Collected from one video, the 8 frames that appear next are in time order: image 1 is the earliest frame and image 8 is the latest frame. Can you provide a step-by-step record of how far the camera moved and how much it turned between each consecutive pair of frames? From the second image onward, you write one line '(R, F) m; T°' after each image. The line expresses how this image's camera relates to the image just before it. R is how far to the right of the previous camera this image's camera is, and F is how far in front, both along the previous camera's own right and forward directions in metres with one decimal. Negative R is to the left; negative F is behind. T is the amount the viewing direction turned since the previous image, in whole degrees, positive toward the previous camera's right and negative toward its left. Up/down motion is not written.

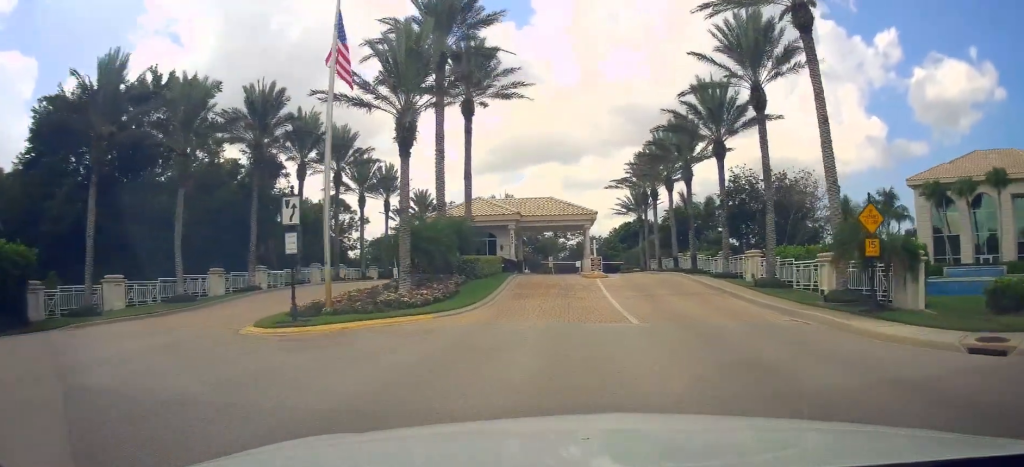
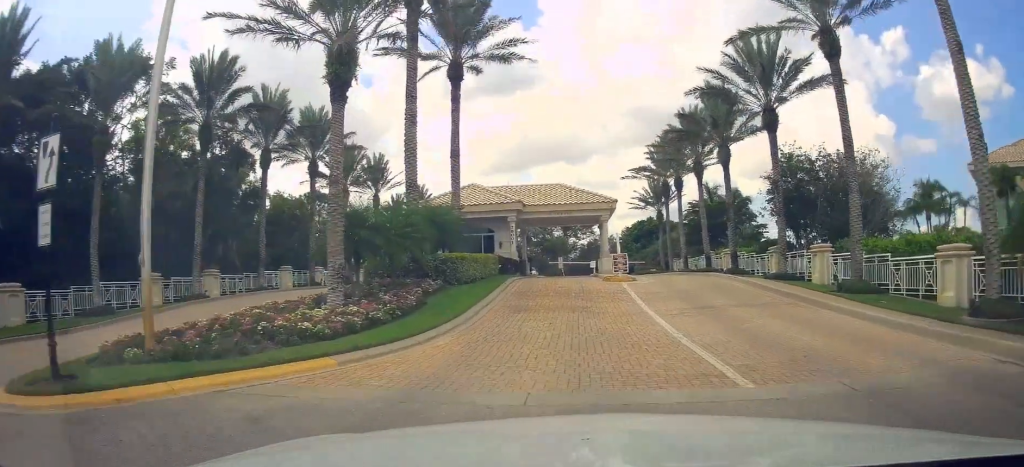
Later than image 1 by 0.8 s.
(0.0, +7.4) m; 0°
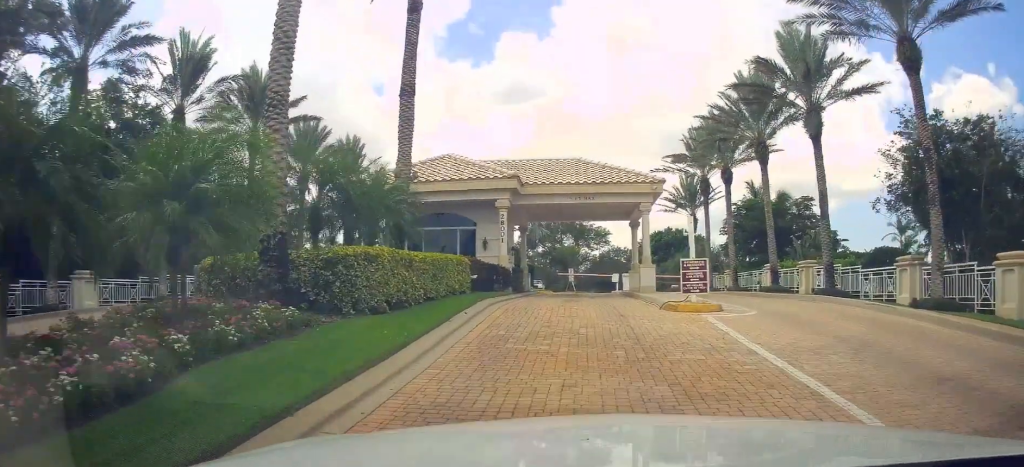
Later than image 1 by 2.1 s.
(0.0, +11.0) m; 0°
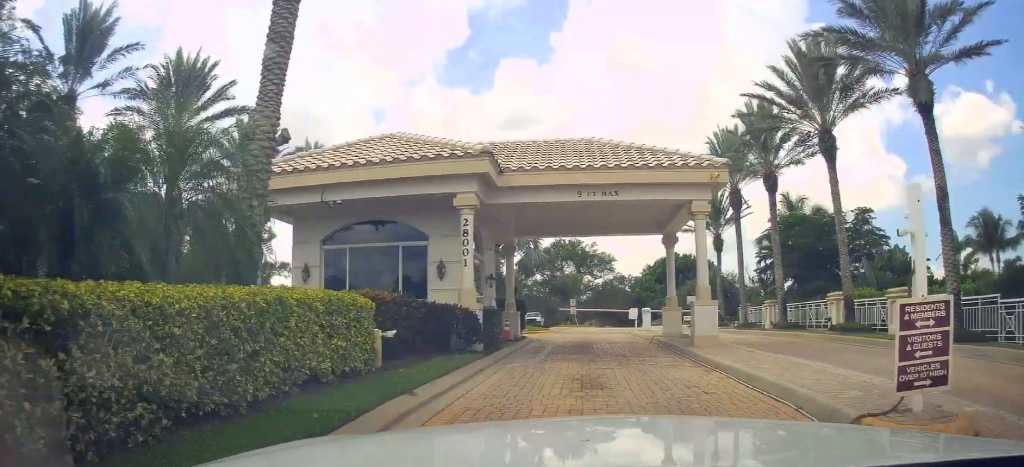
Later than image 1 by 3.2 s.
(0.0, +8.3) m; 0°
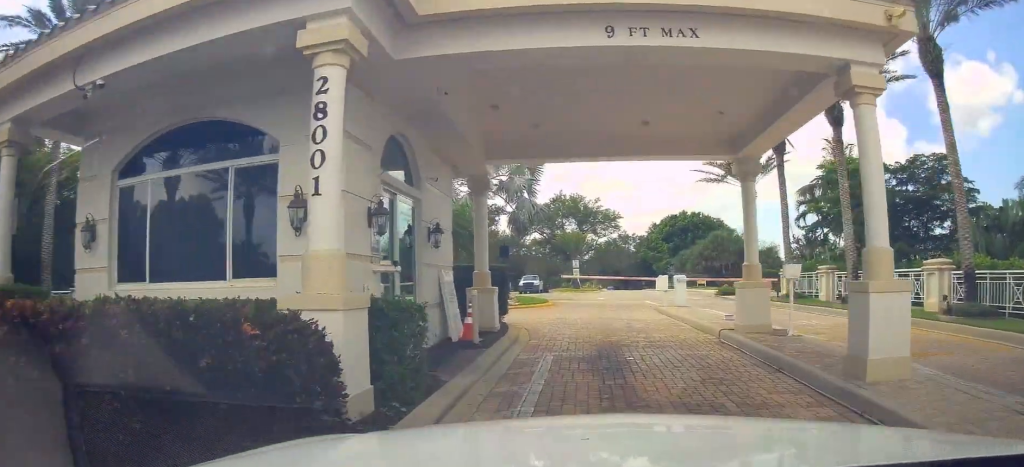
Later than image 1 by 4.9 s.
(0.0, +9.0) m; 0°
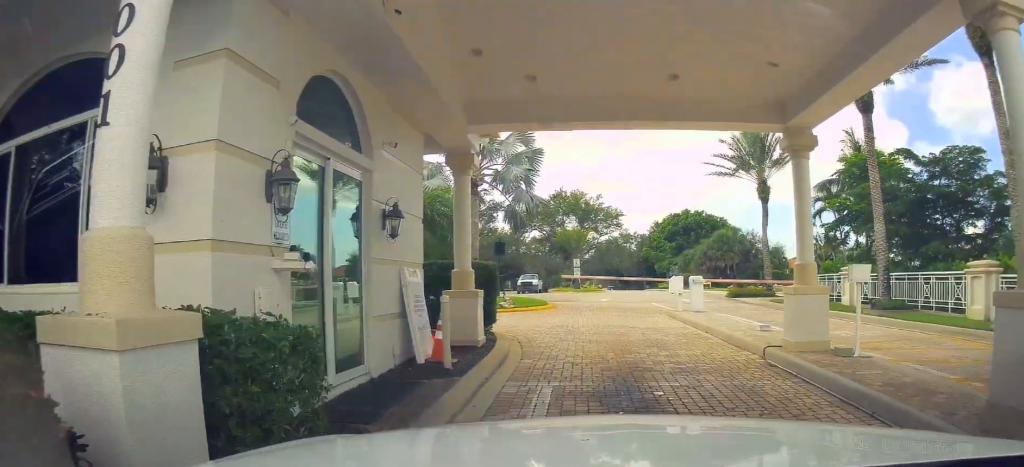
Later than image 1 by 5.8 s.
(0.0, +3.7) m; 0°
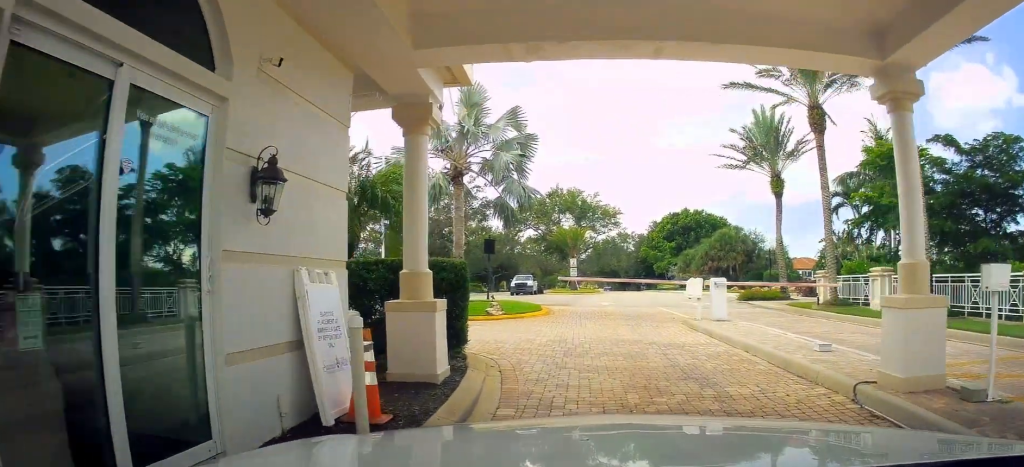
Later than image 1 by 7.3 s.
(0.0, +4.8) m; 0°
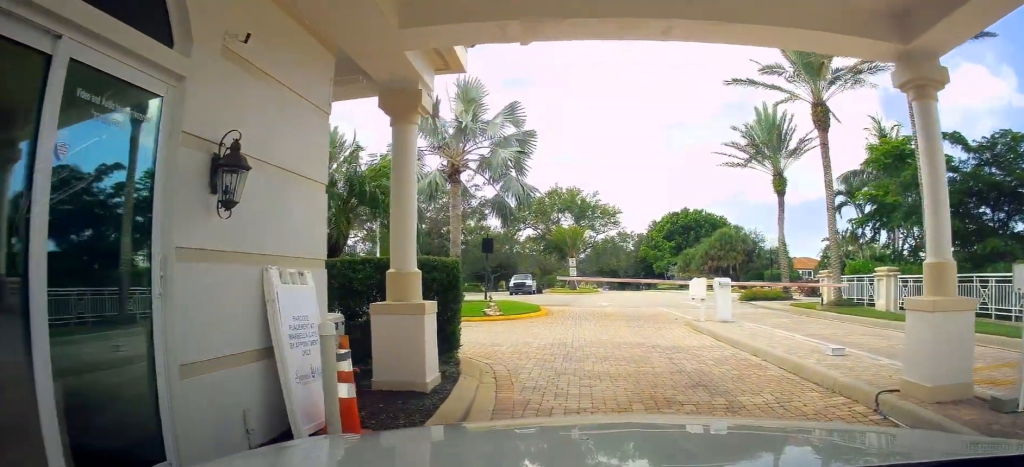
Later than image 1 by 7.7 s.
(0.0, +1.2) m; 0°
